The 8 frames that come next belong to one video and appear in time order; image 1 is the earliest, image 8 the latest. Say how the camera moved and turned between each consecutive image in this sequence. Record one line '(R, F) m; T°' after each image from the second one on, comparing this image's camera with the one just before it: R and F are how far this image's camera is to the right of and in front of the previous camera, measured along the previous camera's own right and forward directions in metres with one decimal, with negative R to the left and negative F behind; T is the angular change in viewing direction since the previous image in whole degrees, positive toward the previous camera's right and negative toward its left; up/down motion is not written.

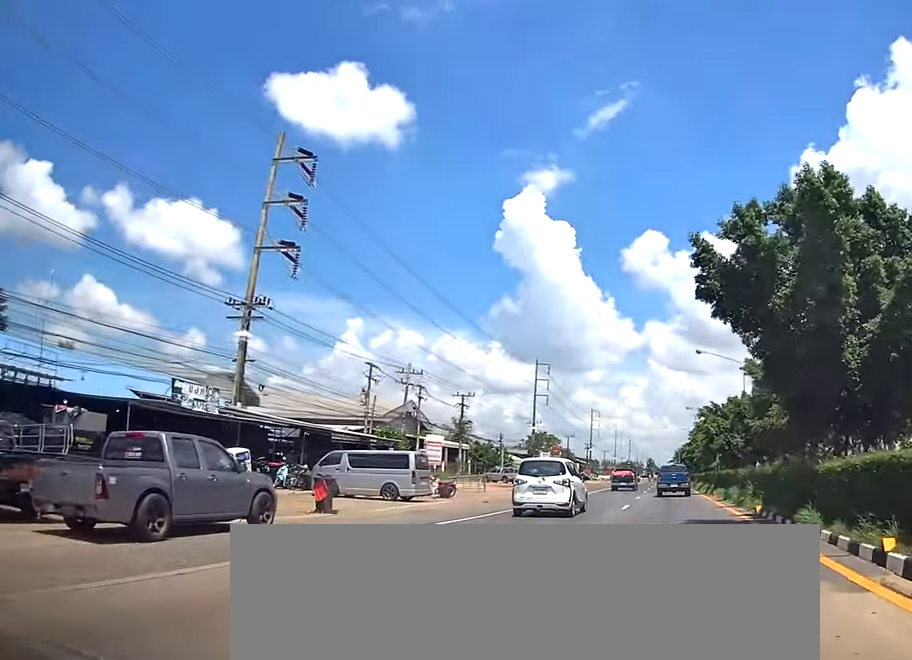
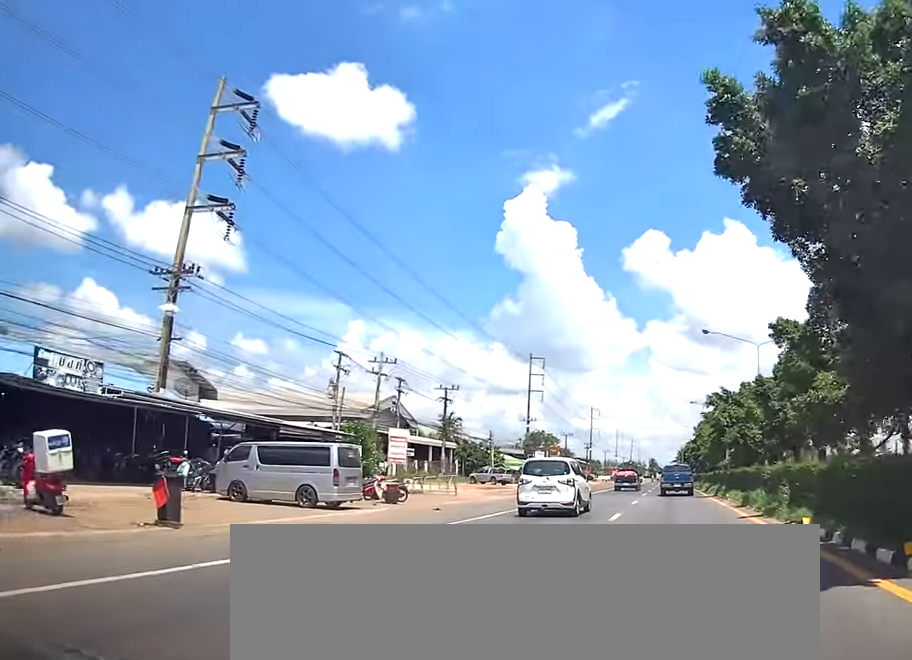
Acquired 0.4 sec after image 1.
(0.0, +6.9) m; 0°
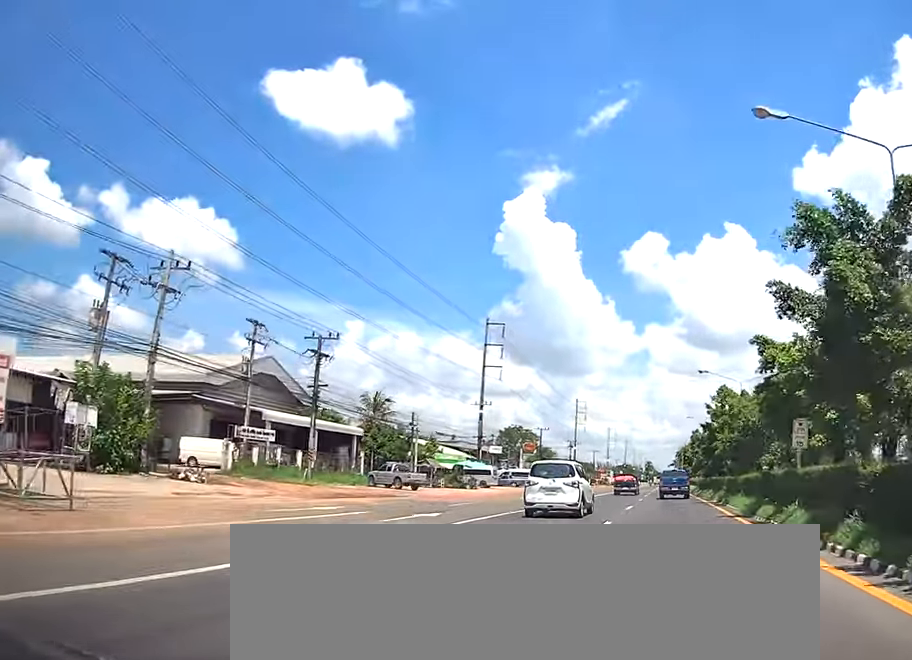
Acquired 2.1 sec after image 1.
(+0.2, +26.9) m; 0°
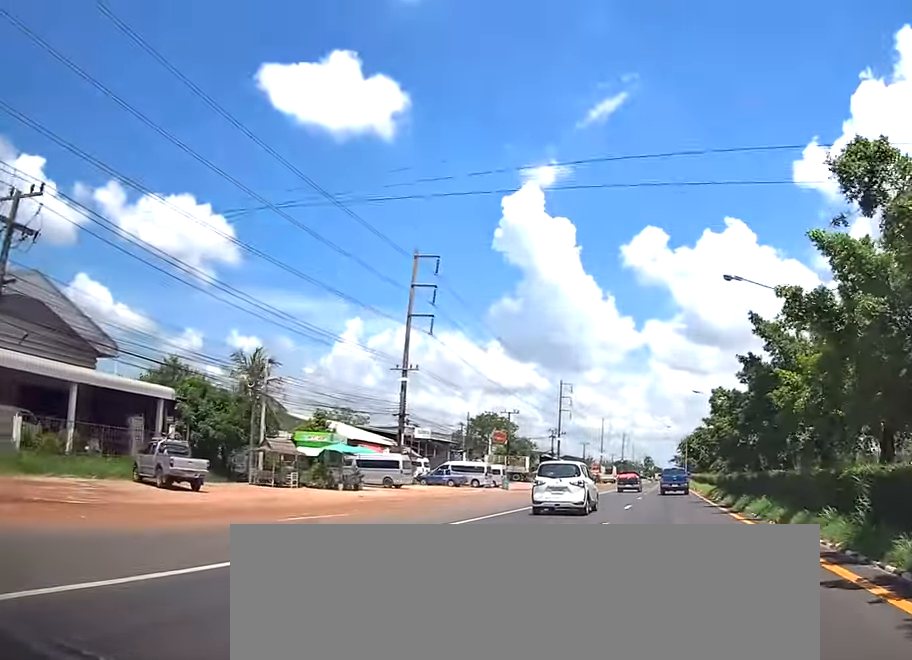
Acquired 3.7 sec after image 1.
(-0.1, +25.3) m; -1°
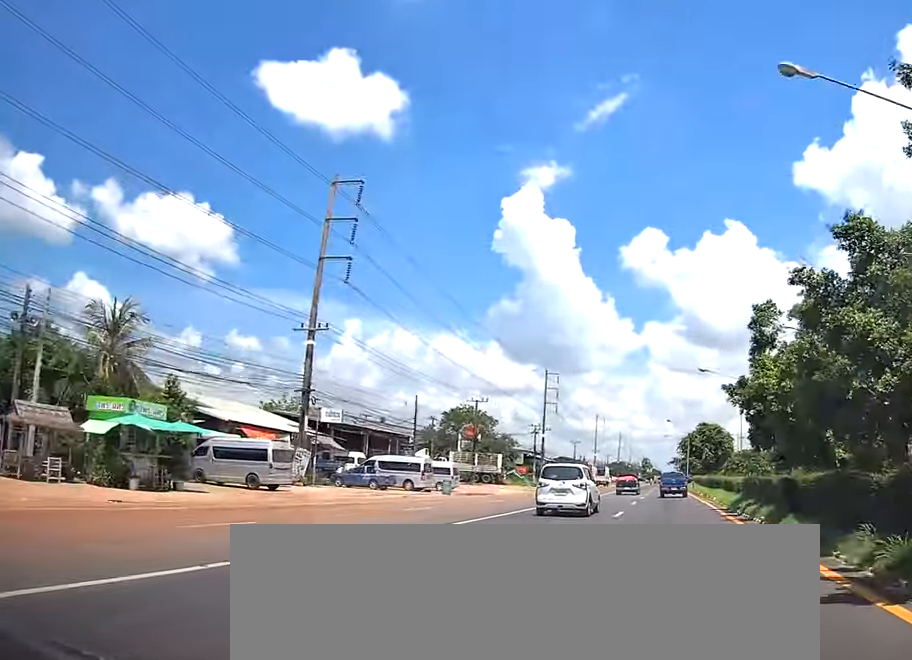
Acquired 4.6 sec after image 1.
(-0.2, +16.1) m; 0°
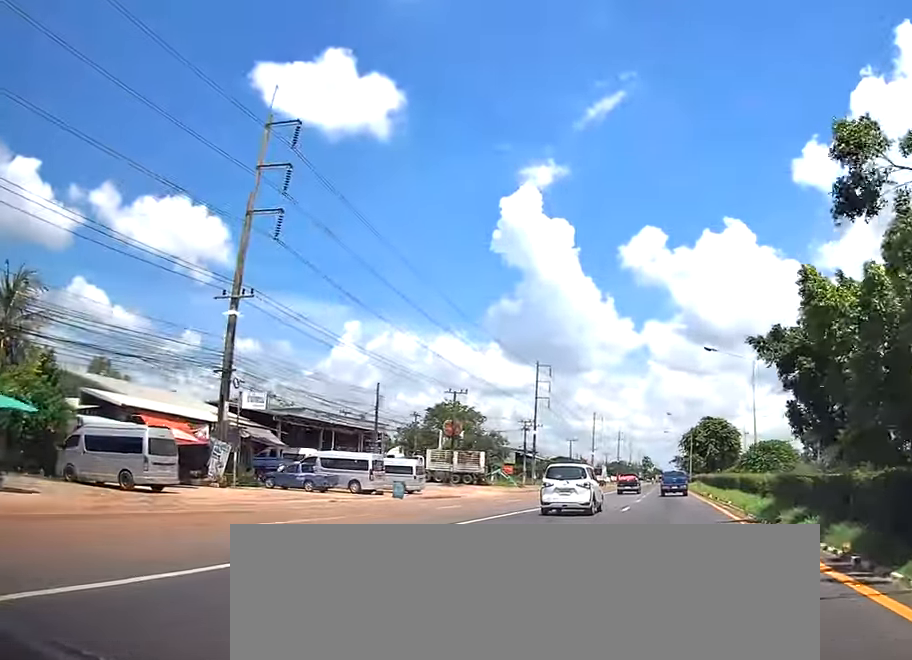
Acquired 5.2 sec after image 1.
(+0.1, +8.5) m; +1°
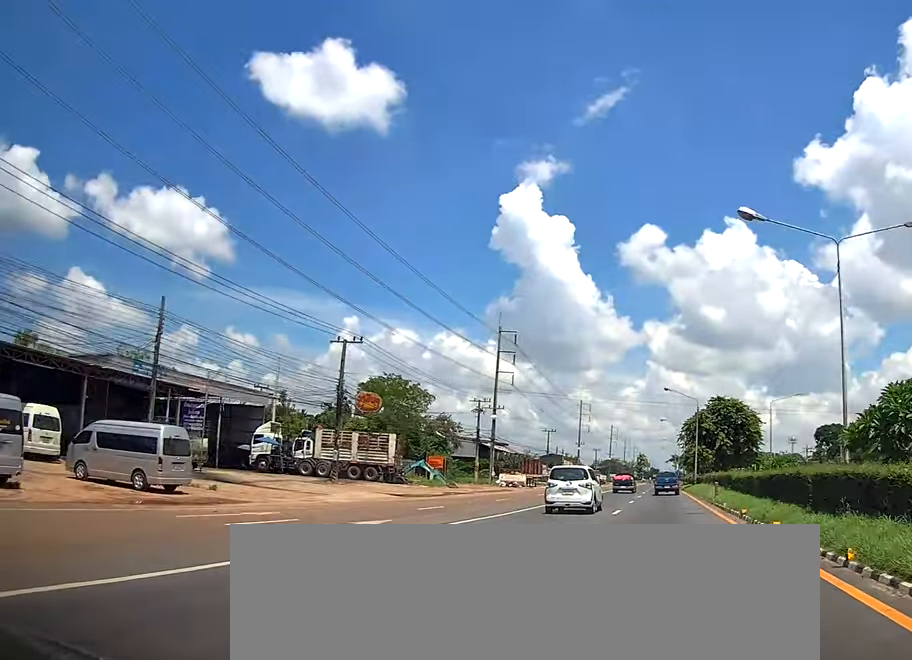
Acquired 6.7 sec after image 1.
(+0.6, +25.1) m; +1°
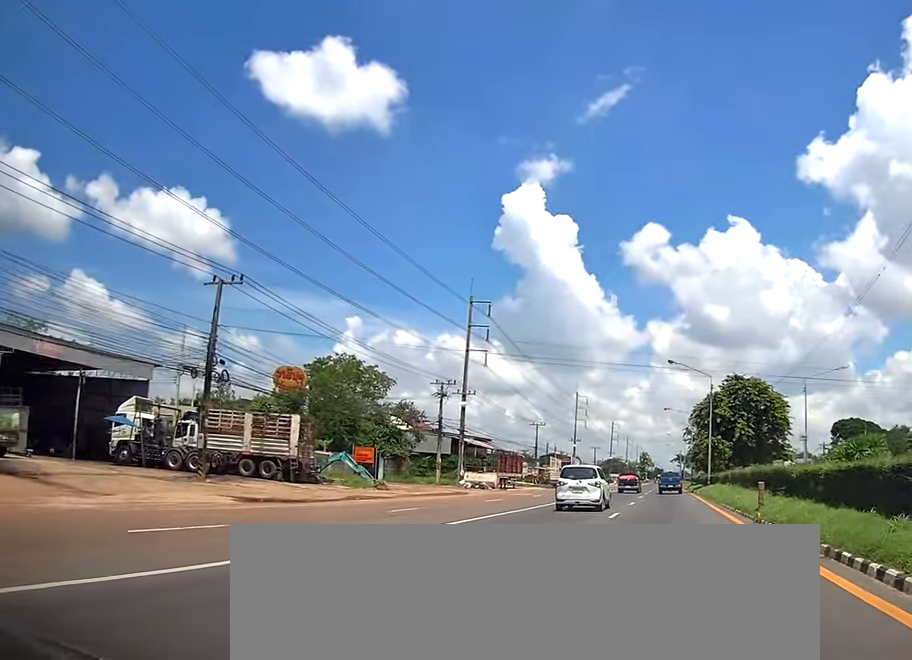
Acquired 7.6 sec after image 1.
(-0.3, +15.1) m; -1°
